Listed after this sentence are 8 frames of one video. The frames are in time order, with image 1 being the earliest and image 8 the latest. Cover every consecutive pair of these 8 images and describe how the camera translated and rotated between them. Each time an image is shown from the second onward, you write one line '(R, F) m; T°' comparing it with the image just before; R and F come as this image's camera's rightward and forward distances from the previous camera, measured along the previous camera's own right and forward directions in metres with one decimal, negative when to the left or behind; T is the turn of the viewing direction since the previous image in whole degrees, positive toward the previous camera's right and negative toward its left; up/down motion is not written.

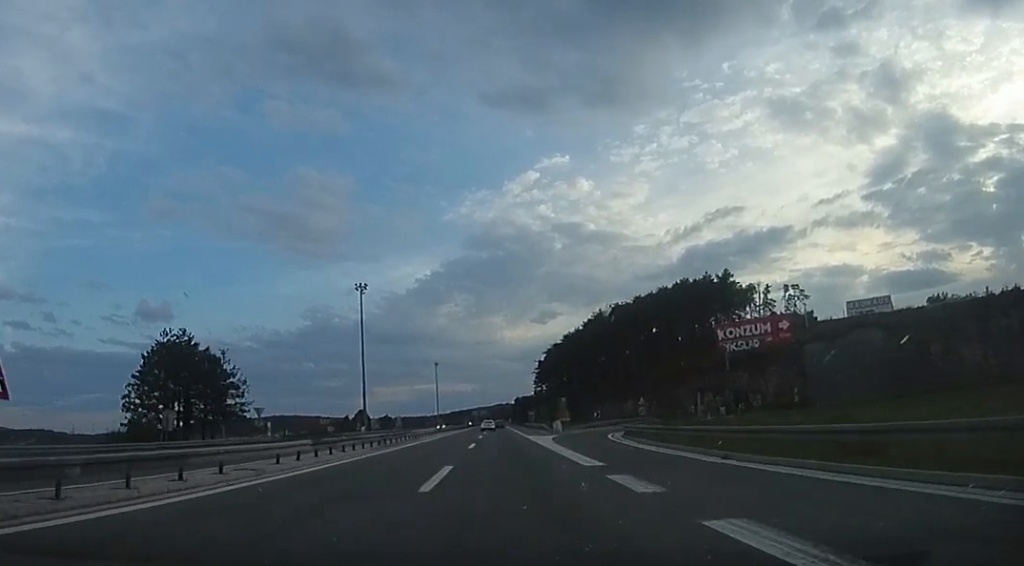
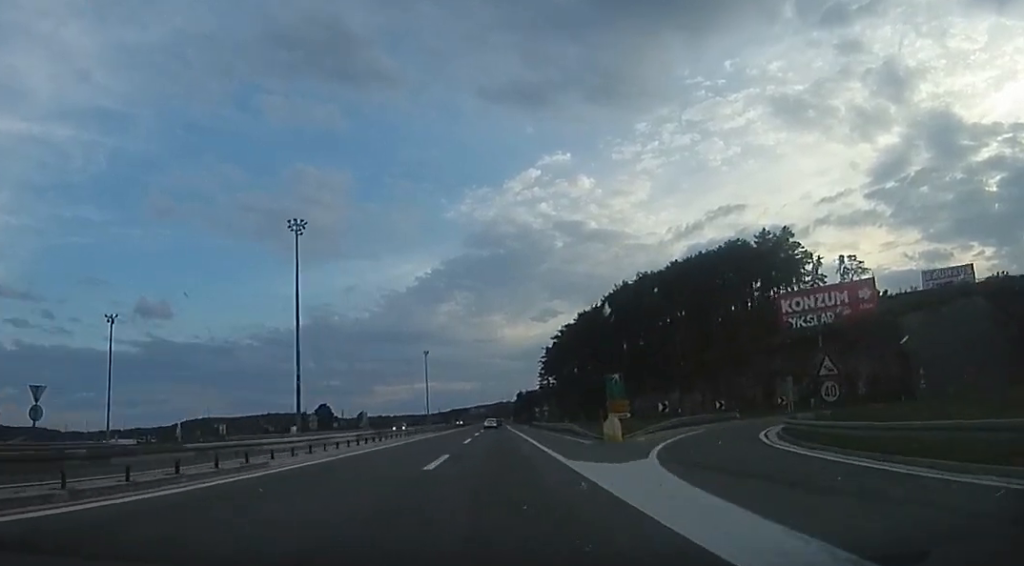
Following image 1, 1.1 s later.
(-0.5, +31.3) m; 0°
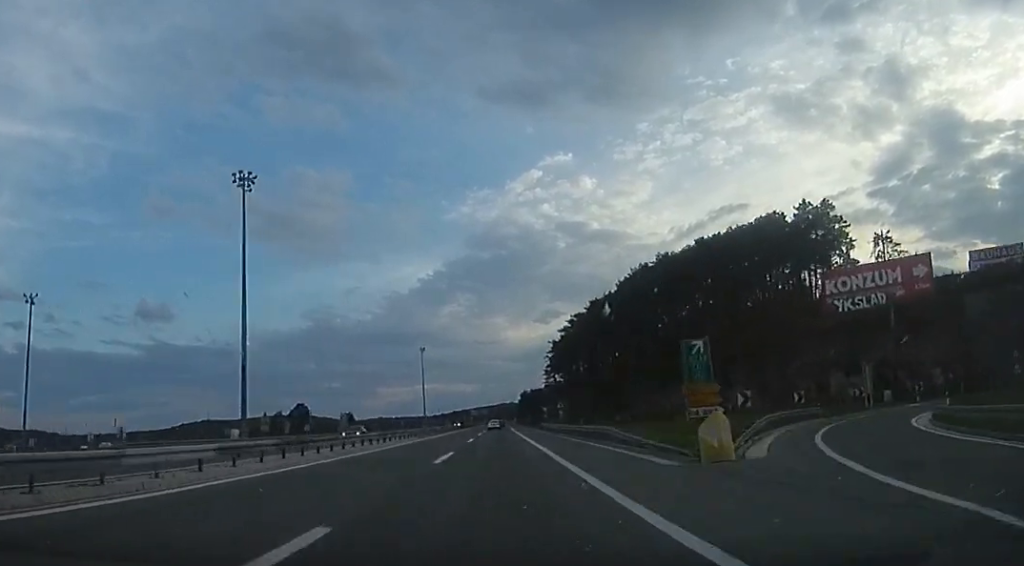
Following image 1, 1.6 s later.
(+0.5, +14.7) m; 0°
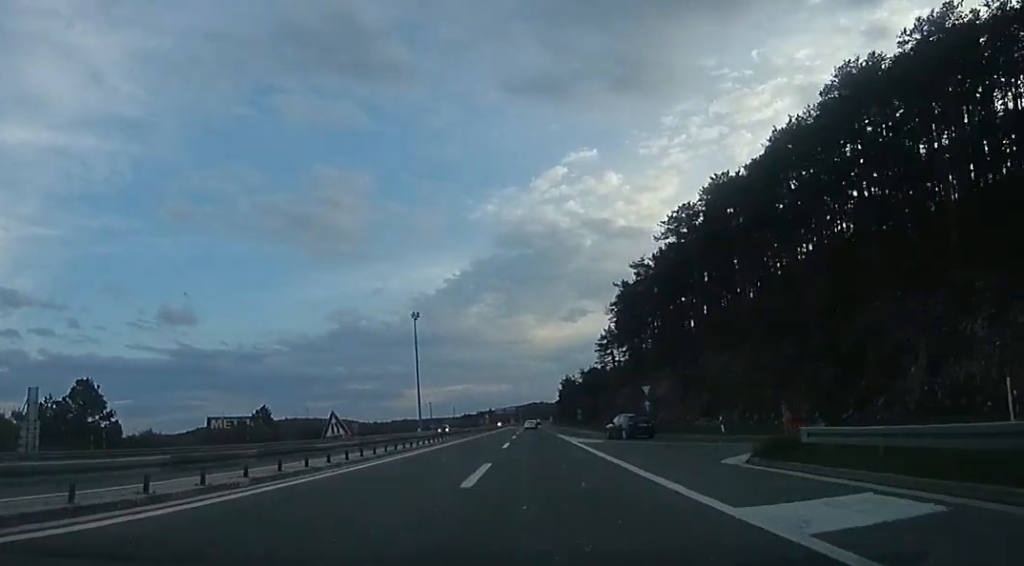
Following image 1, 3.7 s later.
(-1.9, +60.6) m; -4°
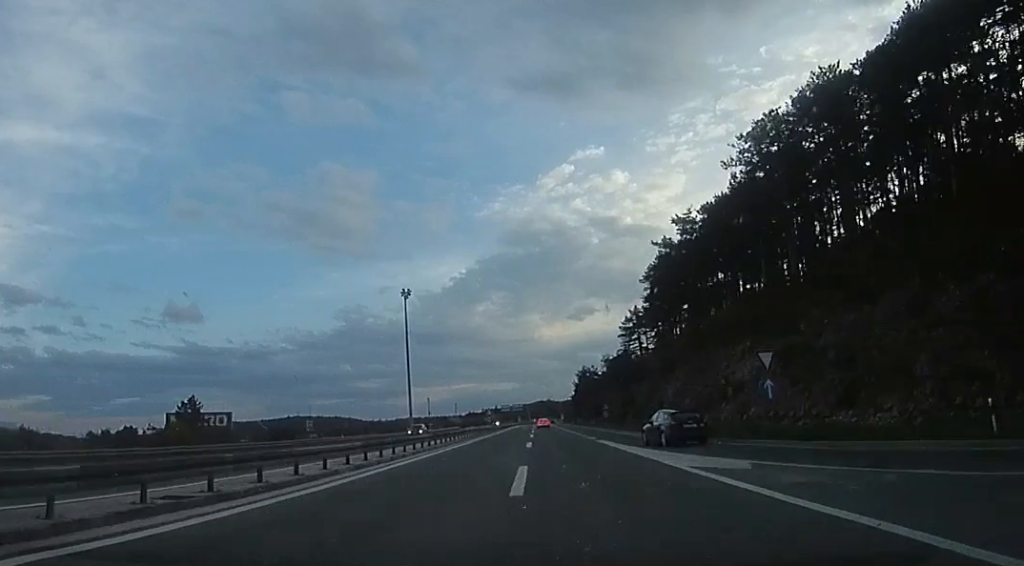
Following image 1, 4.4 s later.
(-0.6, +19.5) m; 0°
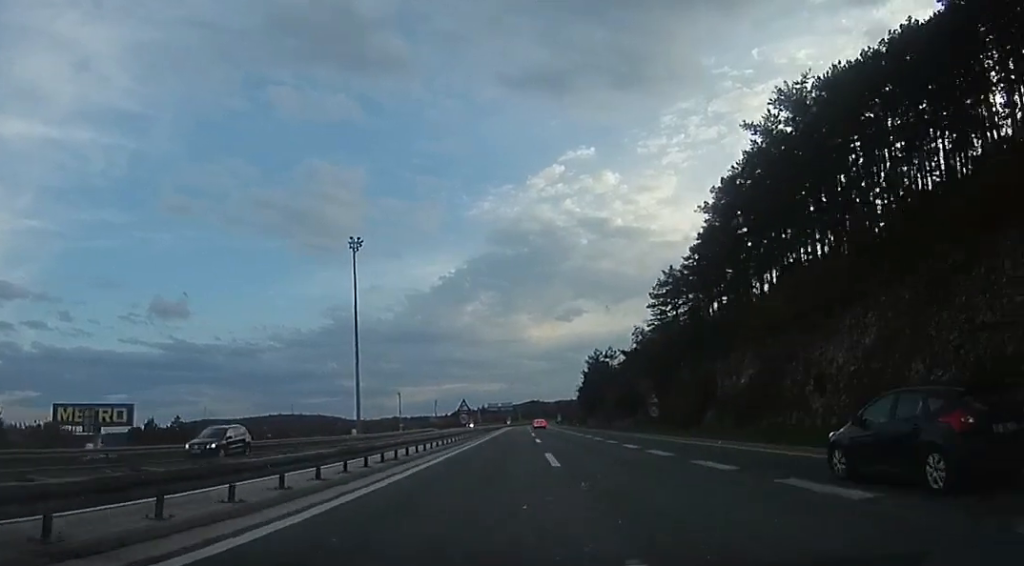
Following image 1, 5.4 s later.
(+0.2, +29.0) m; +1°
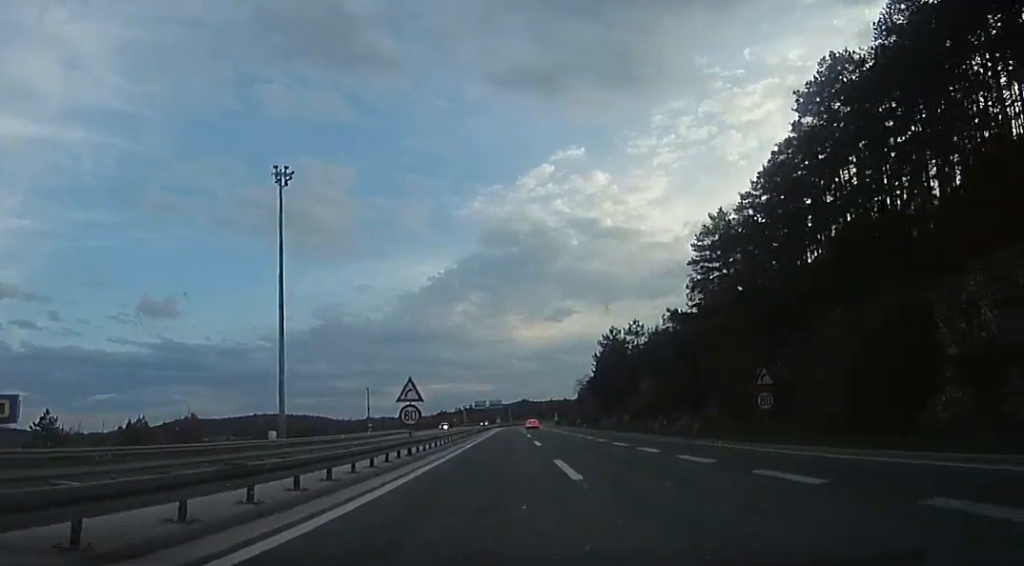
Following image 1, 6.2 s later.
(+0.3, +21.9) m; +2°
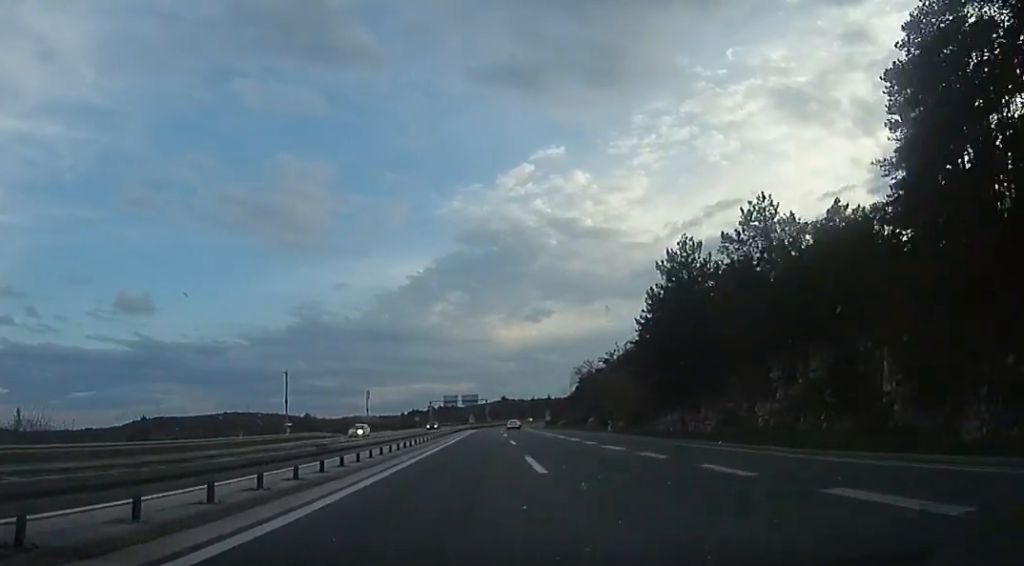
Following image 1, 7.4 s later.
(+0.8, +34.6) m; +3°
